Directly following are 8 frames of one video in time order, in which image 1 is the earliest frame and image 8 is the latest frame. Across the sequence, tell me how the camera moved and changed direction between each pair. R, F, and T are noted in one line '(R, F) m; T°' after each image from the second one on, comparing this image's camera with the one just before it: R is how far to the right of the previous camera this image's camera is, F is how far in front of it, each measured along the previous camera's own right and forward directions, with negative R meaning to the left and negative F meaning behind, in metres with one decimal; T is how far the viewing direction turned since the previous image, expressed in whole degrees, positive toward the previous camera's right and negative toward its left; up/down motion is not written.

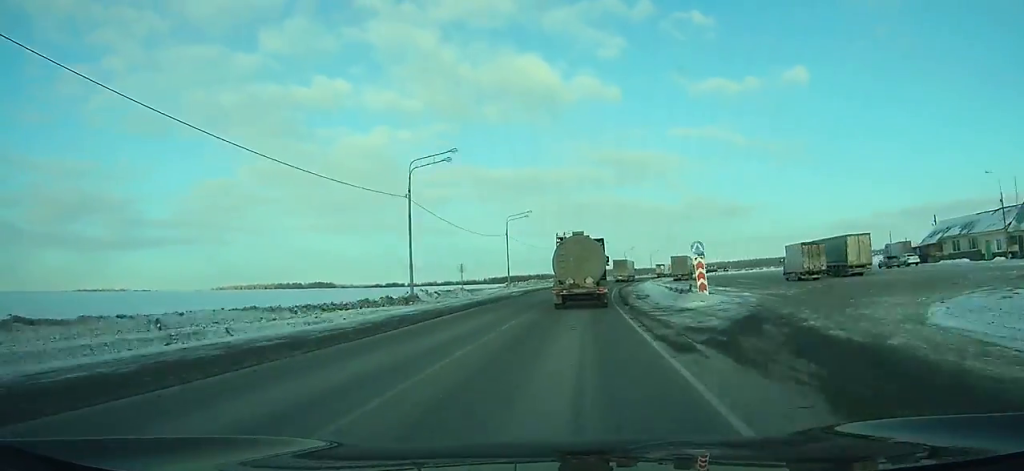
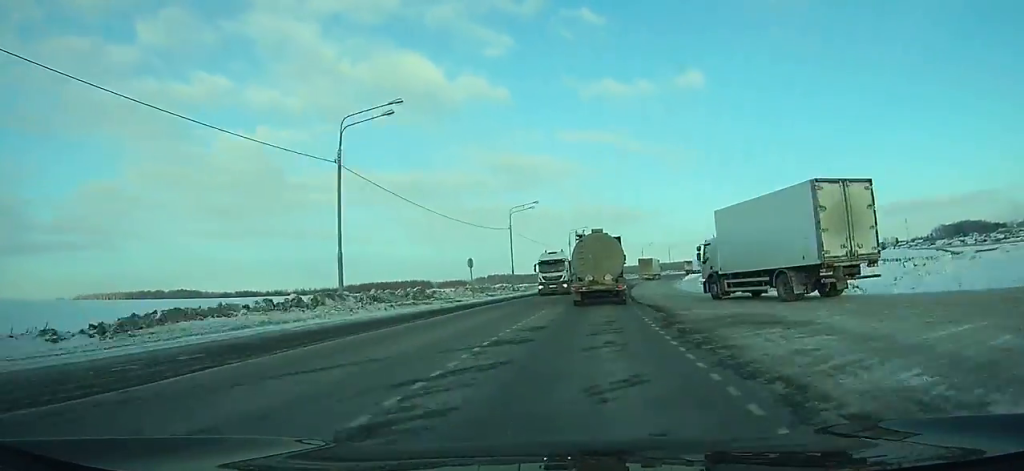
(+6.6, +120.0) m; +9°
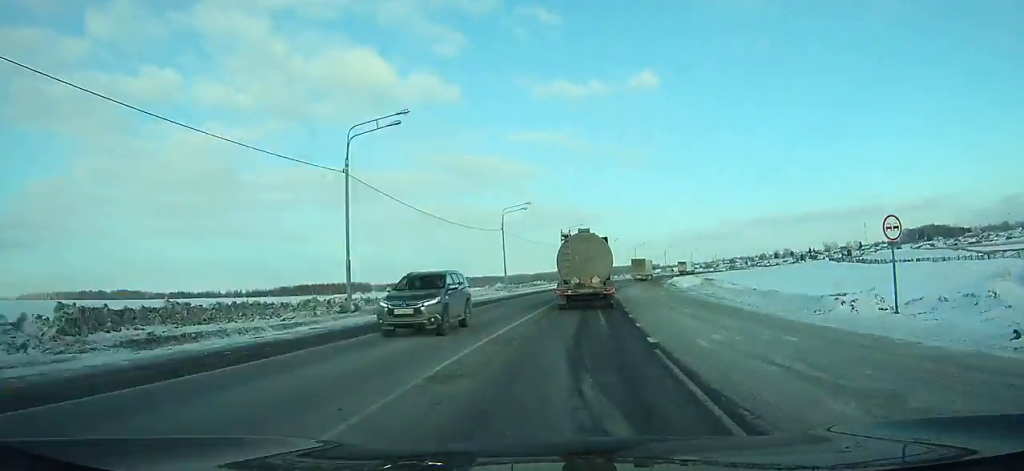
(+1.0, +34.6) m; +4°
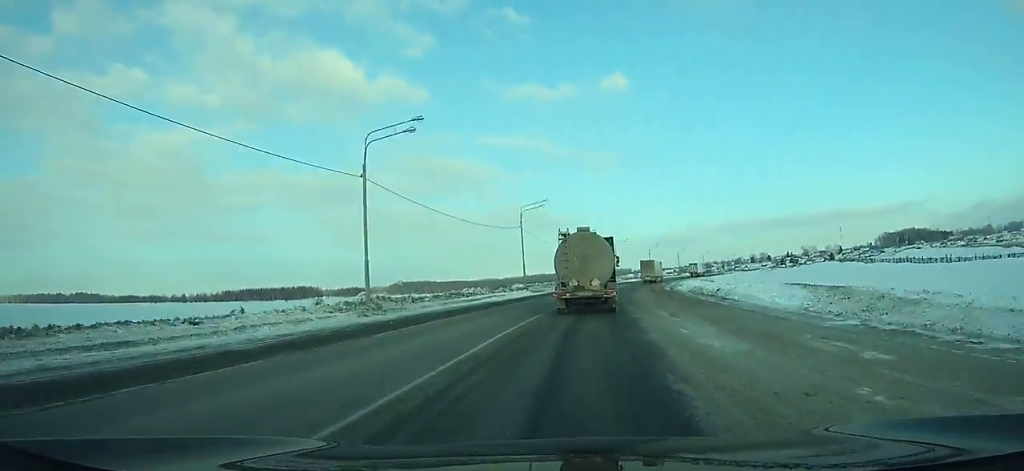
(+0.6, +34.4) m; +4°
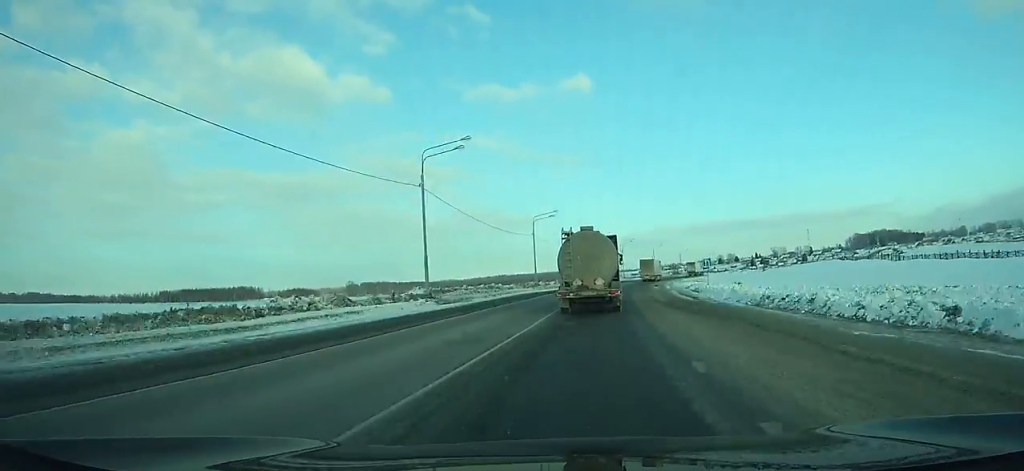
(+1.5, +30.4) m; +4°
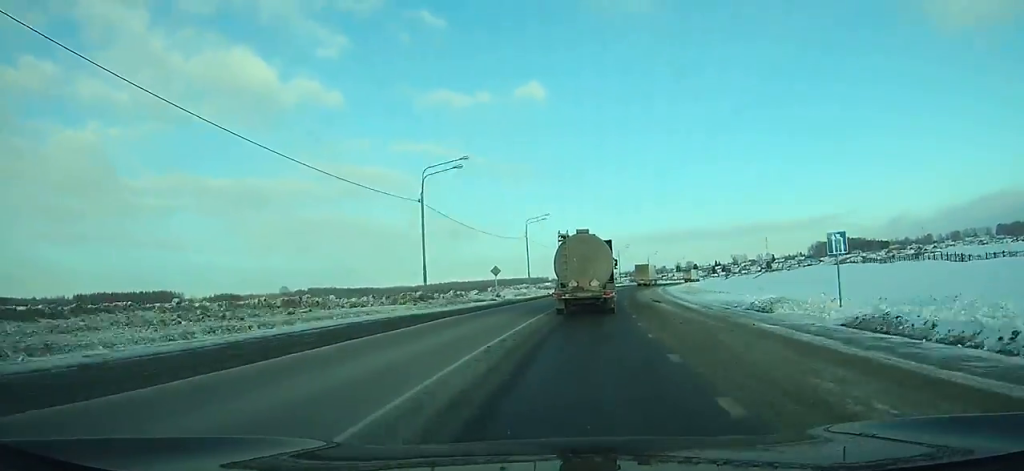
(+1.1, +36.3) m; +5°
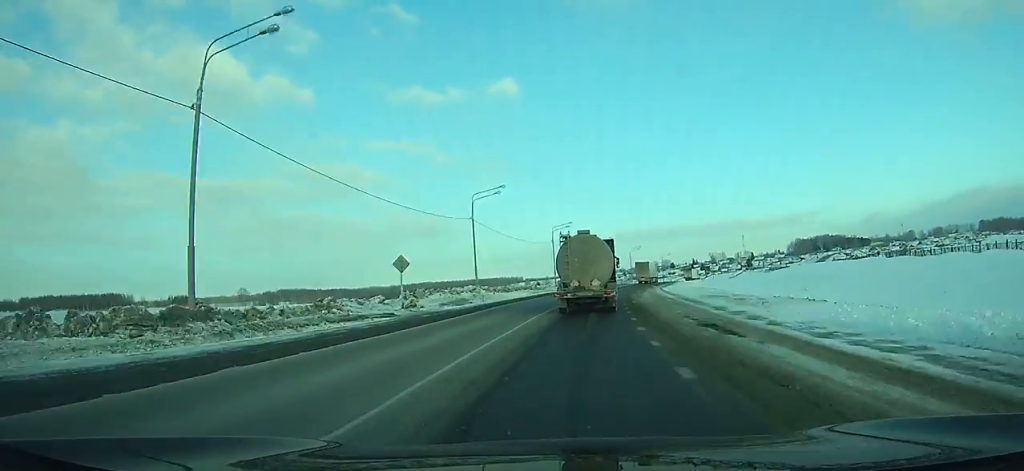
(+1.4, +23.0) m; +3°
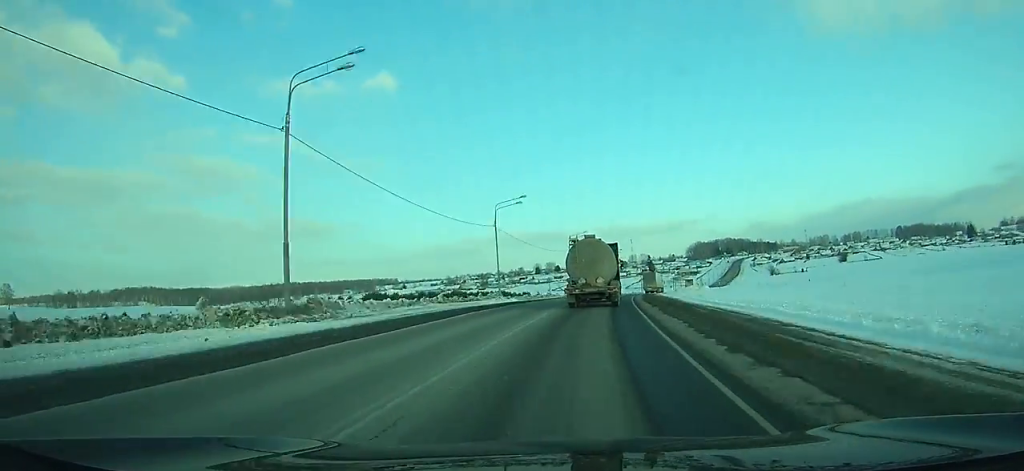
(+10.0, +107.7) m; +10°
